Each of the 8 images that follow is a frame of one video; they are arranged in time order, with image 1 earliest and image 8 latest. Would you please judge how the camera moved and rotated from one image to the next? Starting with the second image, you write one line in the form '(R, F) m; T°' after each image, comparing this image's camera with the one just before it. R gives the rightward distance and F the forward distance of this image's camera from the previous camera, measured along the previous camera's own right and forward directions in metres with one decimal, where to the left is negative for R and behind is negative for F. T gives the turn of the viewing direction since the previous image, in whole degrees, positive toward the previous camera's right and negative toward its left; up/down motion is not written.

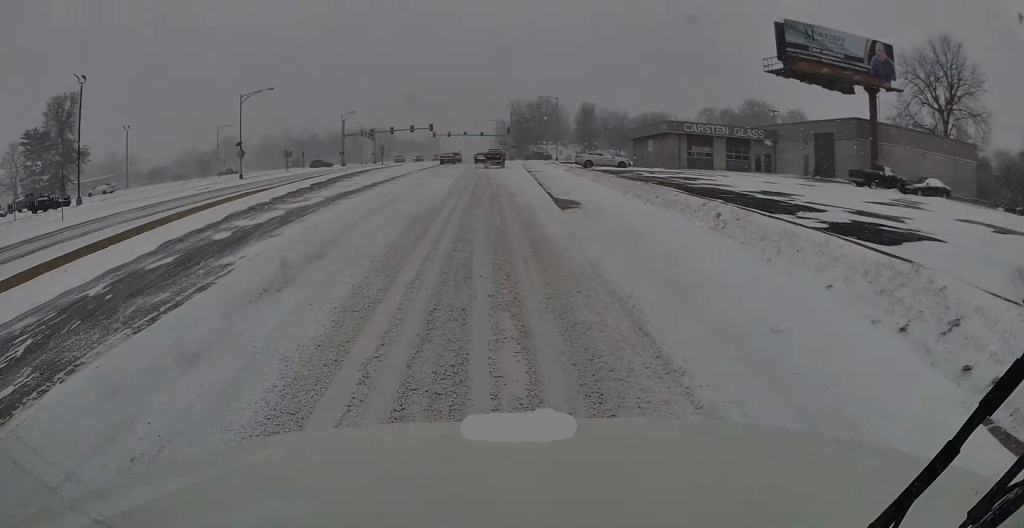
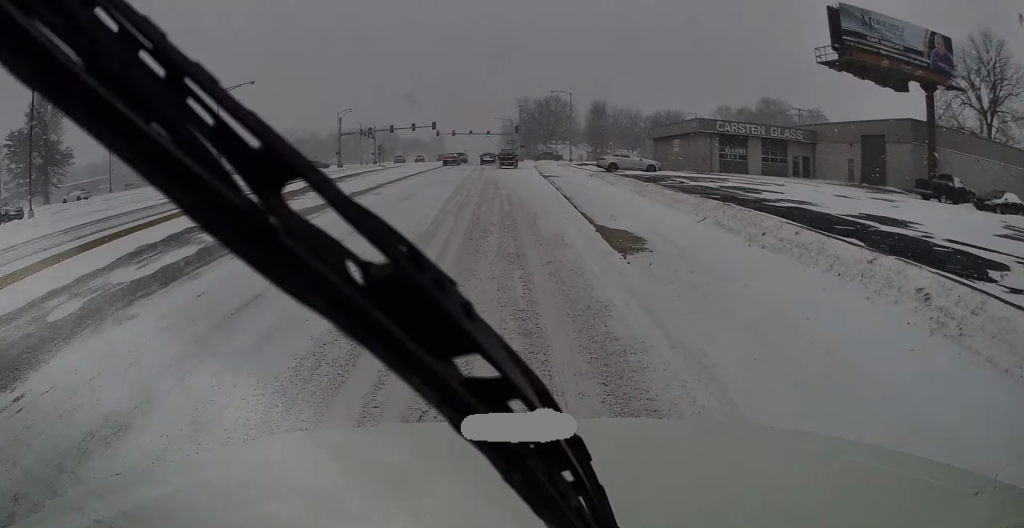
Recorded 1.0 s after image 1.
(0.0, +6.8) m; 0°
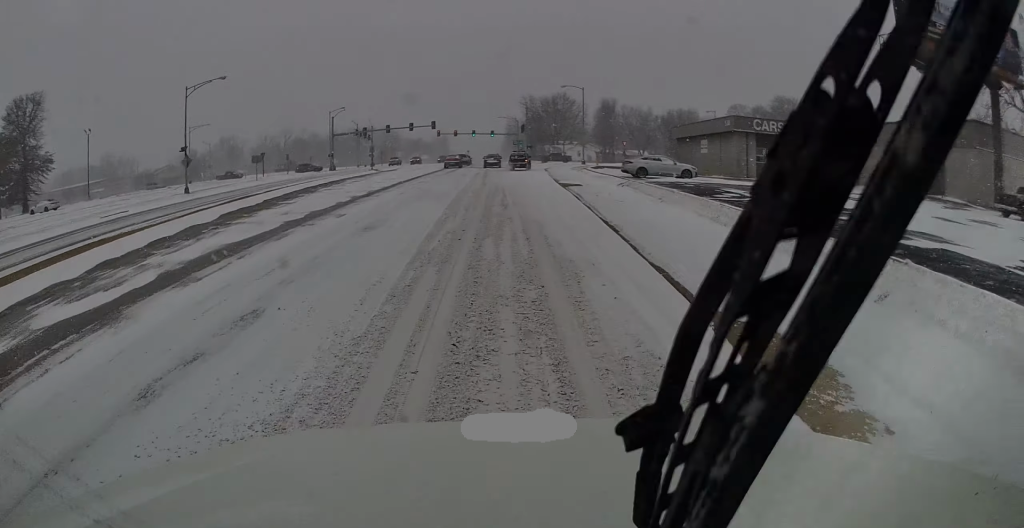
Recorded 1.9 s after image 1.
(0.0, +6.6) m; 0°
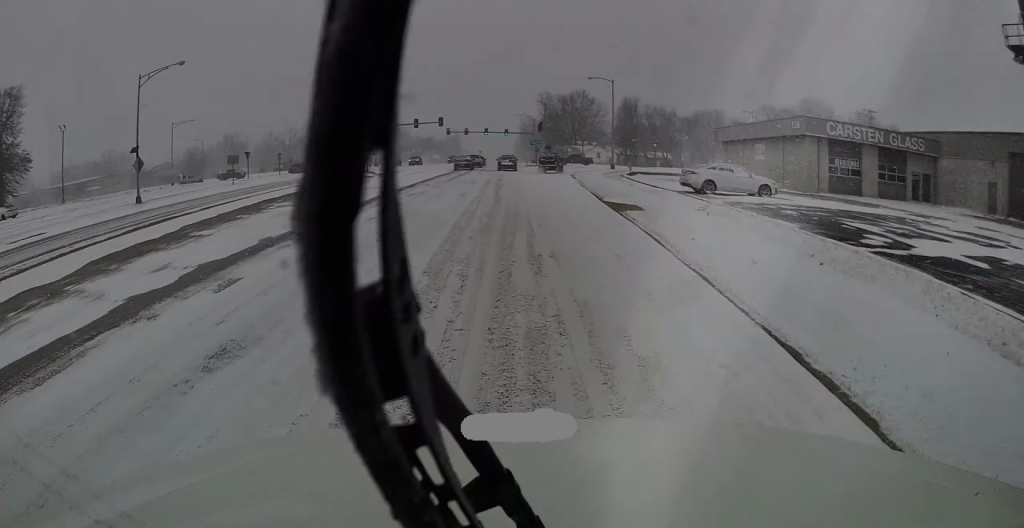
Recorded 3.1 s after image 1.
(0.0, +8.5) m; 0°
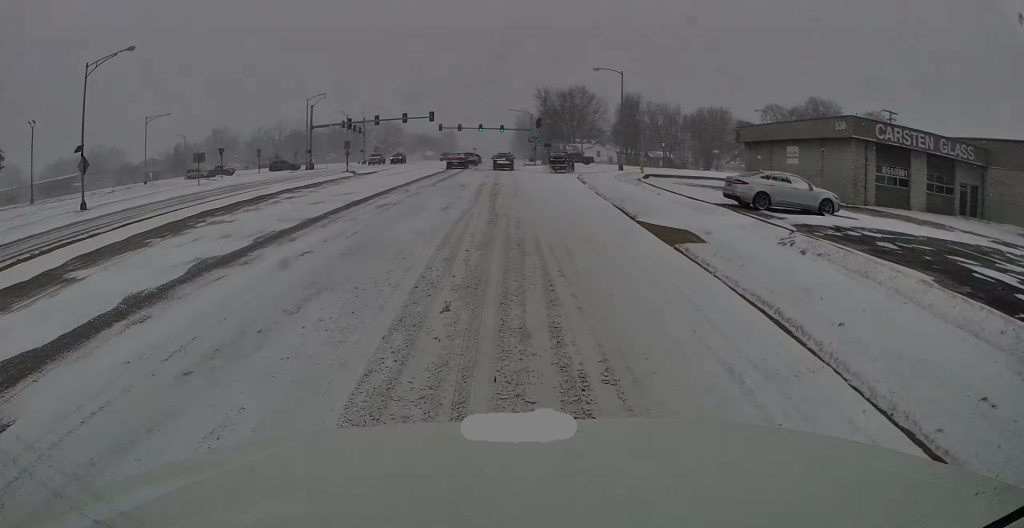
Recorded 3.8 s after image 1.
(0.0, +5.6) m; 0°
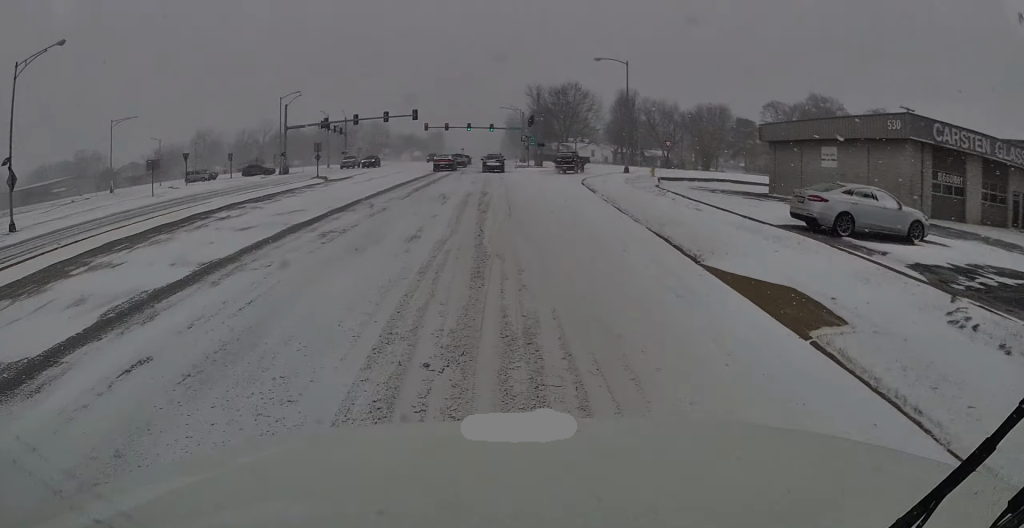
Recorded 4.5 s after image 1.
(0.0, +5.7) m; 0°
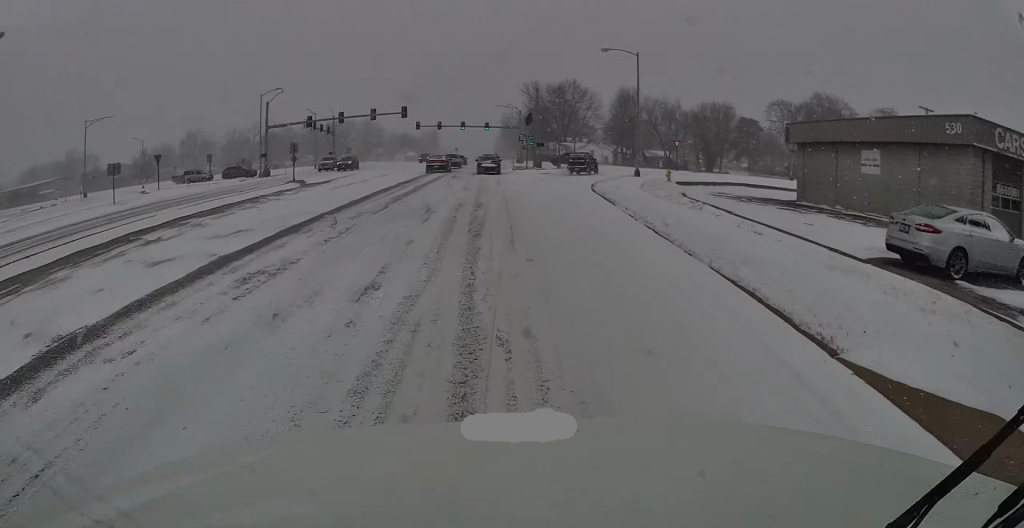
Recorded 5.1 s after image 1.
(0.0, +4.6) m; 0°
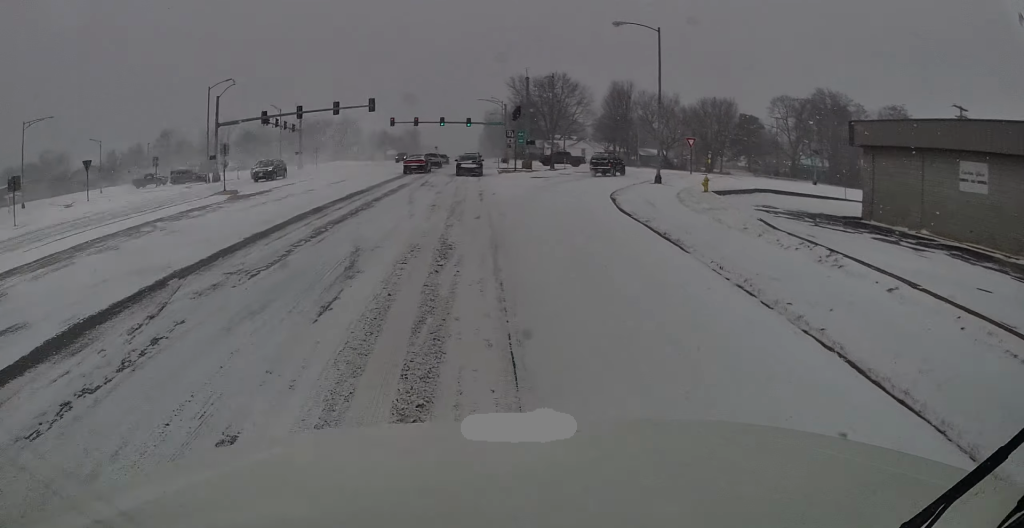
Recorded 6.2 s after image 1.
(0.0, +9.0) m; 0°
